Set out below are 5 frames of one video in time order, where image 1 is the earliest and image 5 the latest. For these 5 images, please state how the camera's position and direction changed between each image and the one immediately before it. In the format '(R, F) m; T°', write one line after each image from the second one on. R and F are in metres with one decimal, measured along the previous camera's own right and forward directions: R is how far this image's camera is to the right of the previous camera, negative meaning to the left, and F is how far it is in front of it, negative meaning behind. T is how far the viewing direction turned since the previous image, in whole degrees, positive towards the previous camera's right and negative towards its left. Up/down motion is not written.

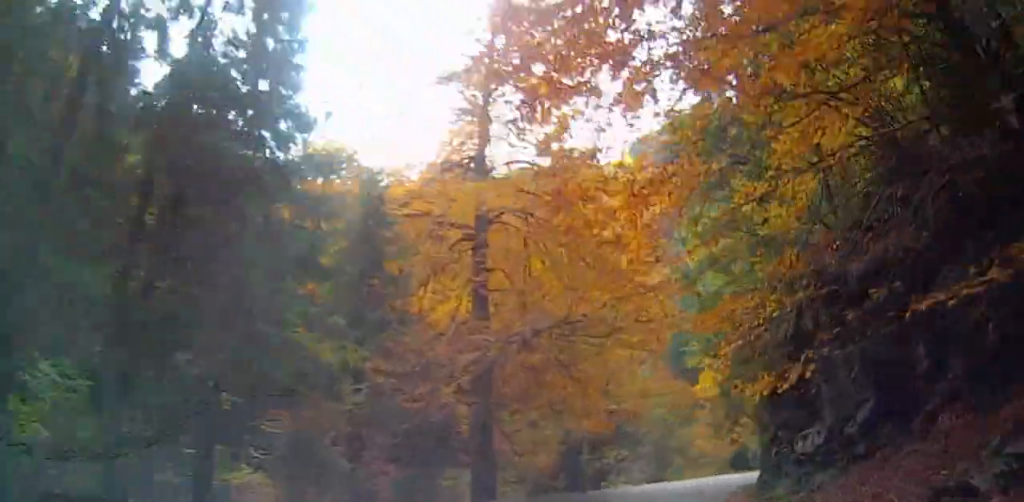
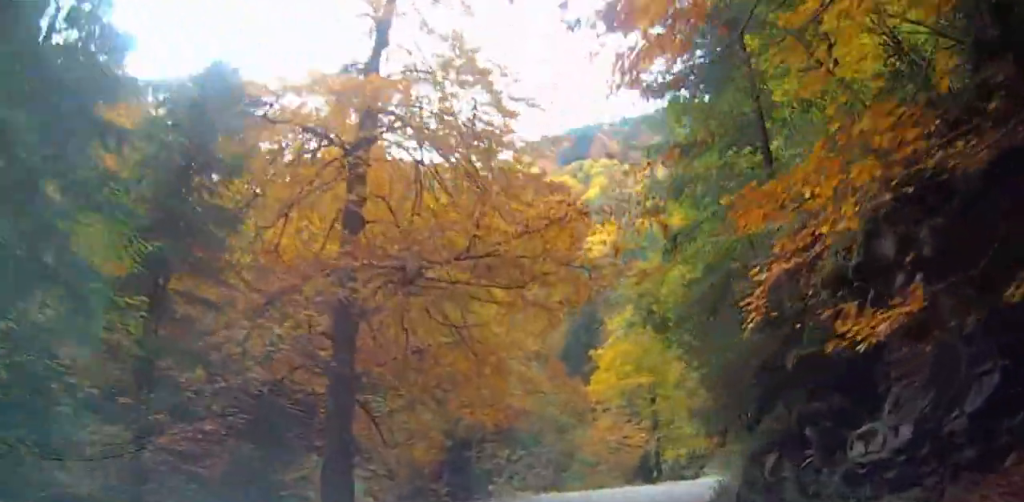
(0.0, +5.8) m; 0°
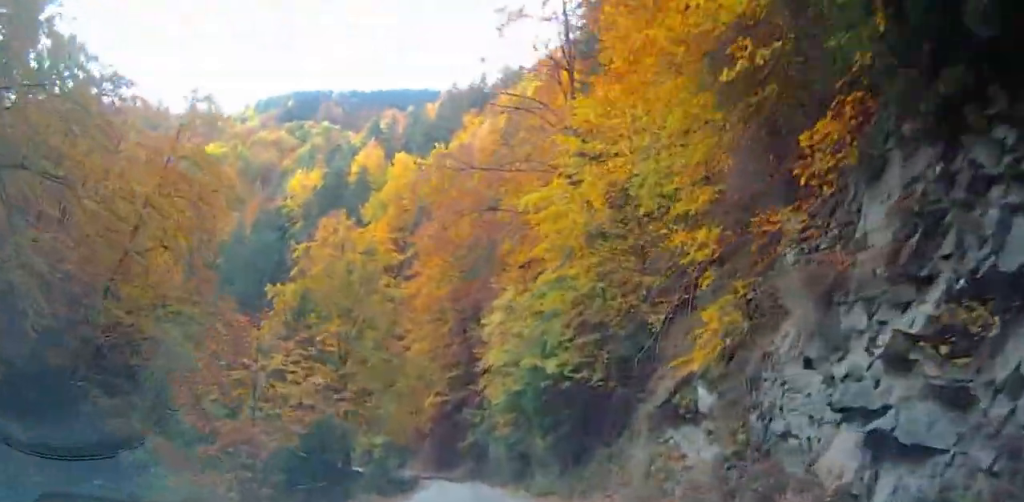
(0.0, +24.1) m; 0°
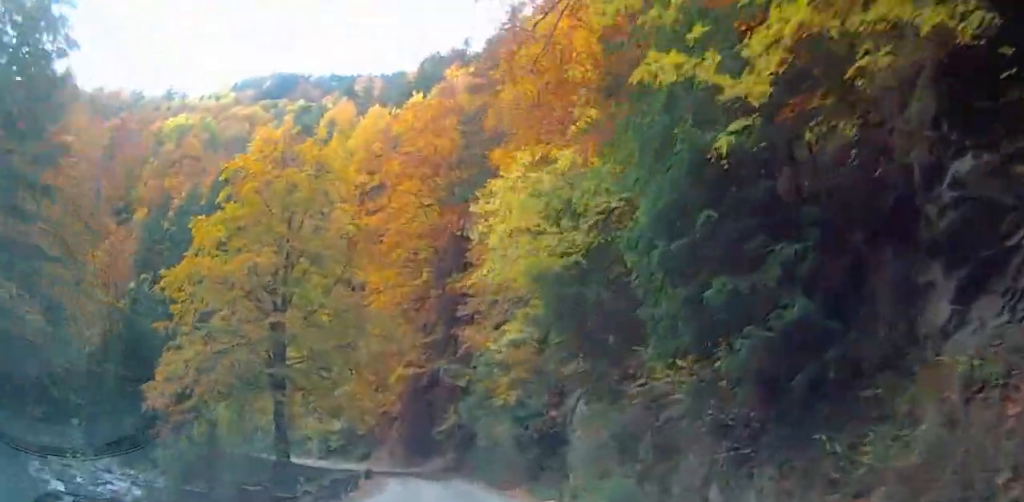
(0.0, +14.0) m; 0°
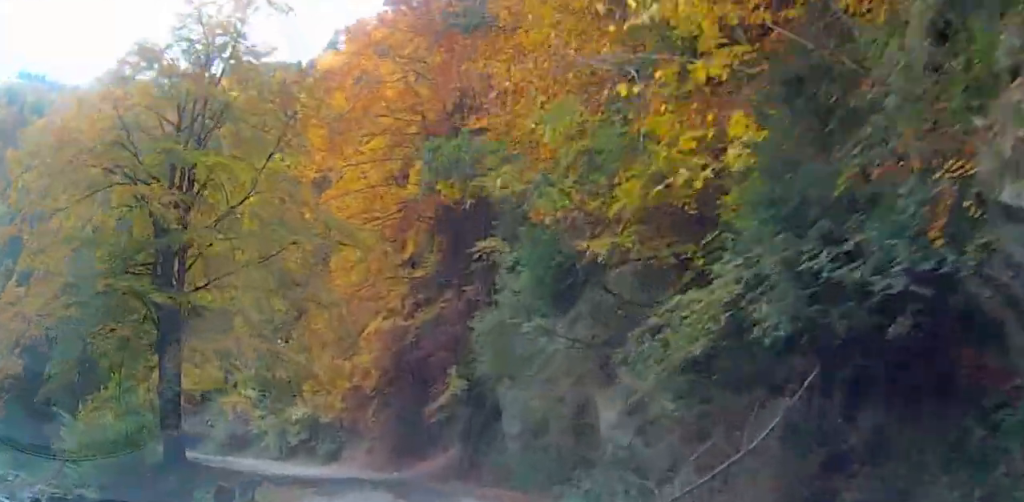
(0.0, +15.5) m; 0°
